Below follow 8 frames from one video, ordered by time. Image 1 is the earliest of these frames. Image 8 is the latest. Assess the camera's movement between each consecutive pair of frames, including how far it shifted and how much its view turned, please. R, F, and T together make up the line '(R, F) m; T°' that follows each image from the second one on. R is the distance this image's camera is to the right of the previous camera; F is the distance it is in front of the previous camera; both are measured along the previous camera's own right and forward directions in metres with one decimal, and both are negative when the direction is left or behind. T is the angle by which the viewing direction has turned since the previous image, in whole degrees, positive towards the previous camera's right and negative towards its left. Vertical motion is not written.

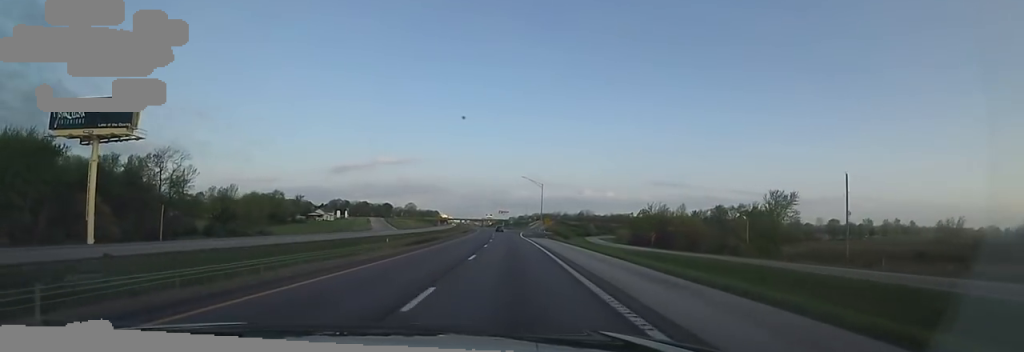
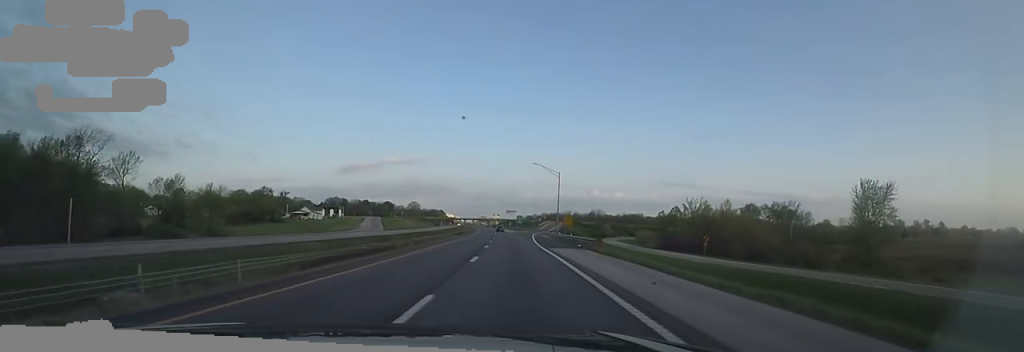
(-1.2, +25.7) m; -1°
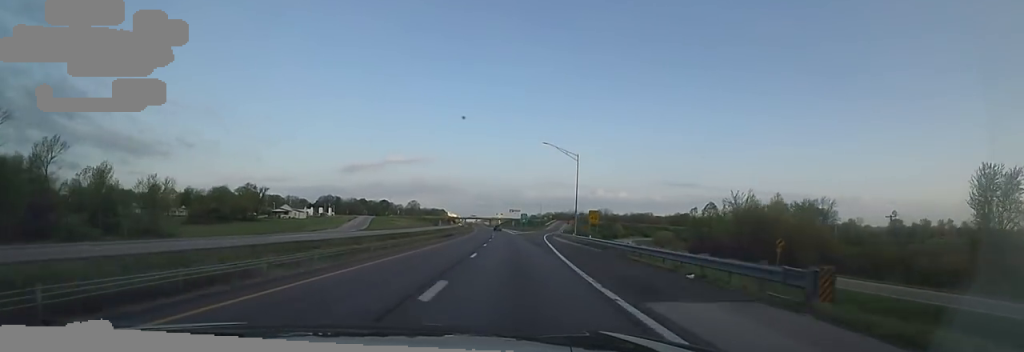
(-0.3, +22.3) m; 0°
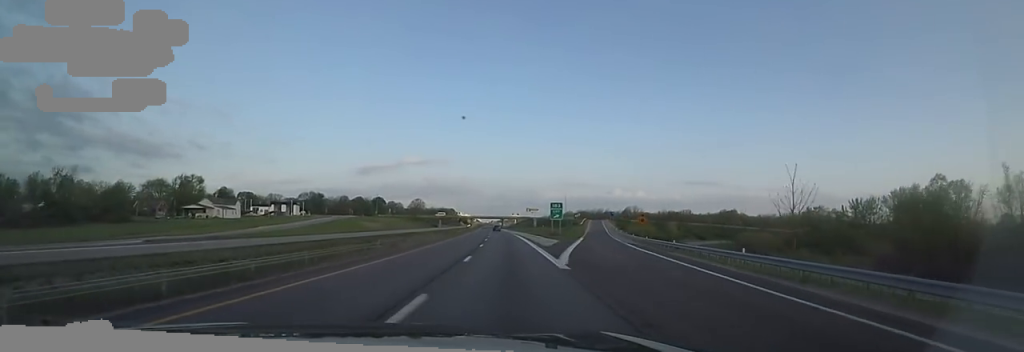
(-0.3, +63.7) m; -1°
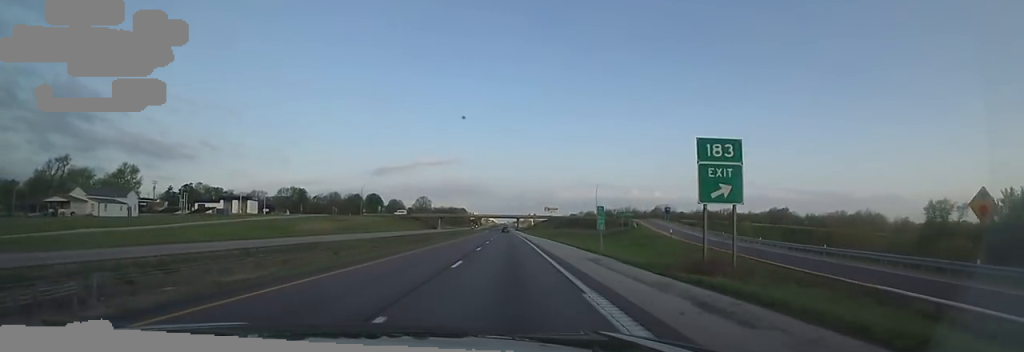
(-1.4, +51.4) m; -4°
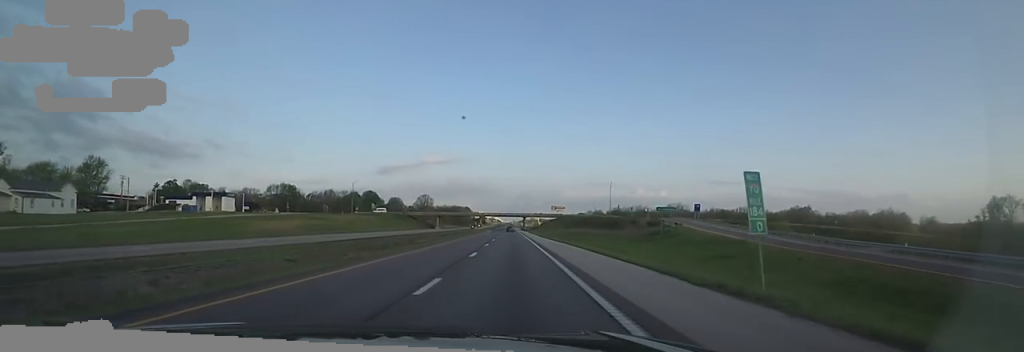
(-0.3, +19.0) m; 0°
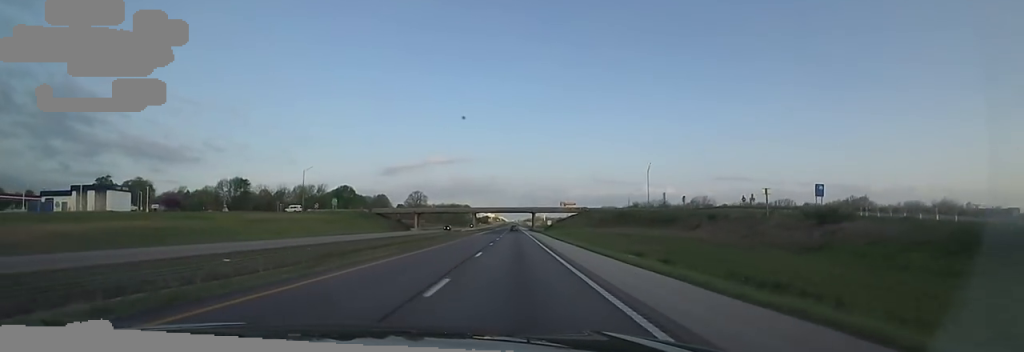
(+1.5, +49.2) m; +2°
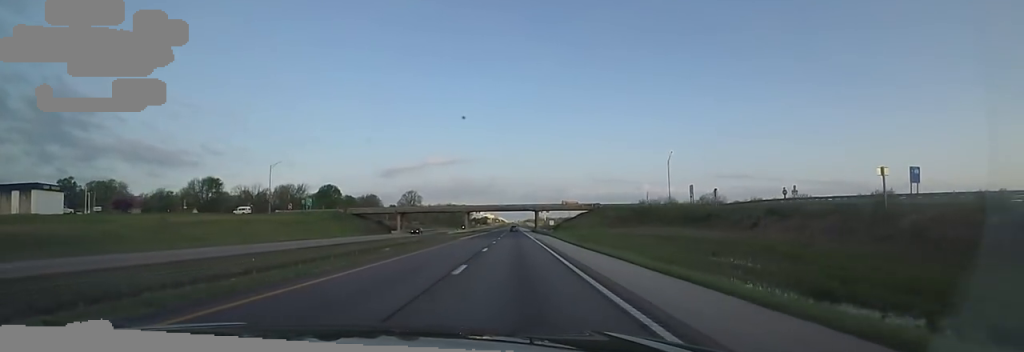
(0.0, +20.1) m; -1°
